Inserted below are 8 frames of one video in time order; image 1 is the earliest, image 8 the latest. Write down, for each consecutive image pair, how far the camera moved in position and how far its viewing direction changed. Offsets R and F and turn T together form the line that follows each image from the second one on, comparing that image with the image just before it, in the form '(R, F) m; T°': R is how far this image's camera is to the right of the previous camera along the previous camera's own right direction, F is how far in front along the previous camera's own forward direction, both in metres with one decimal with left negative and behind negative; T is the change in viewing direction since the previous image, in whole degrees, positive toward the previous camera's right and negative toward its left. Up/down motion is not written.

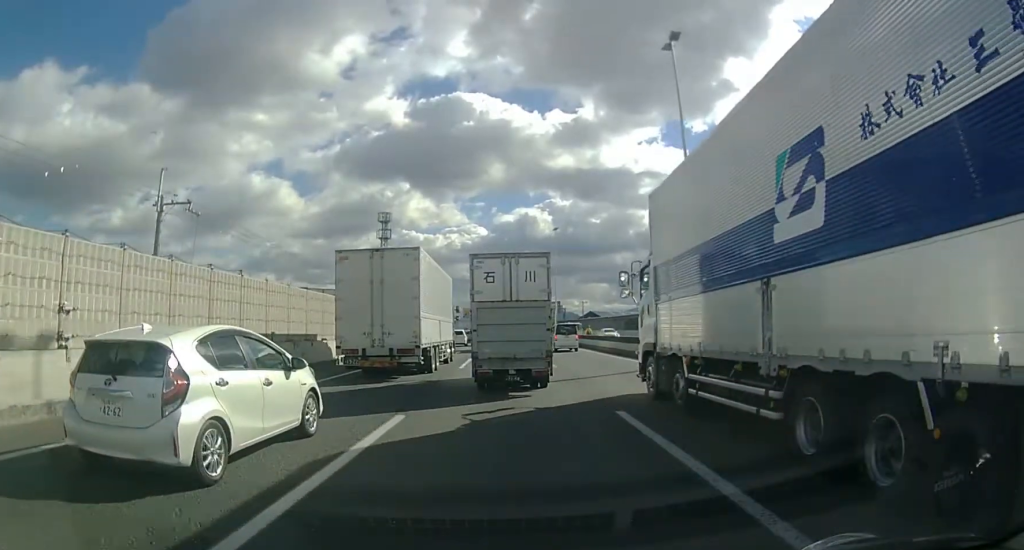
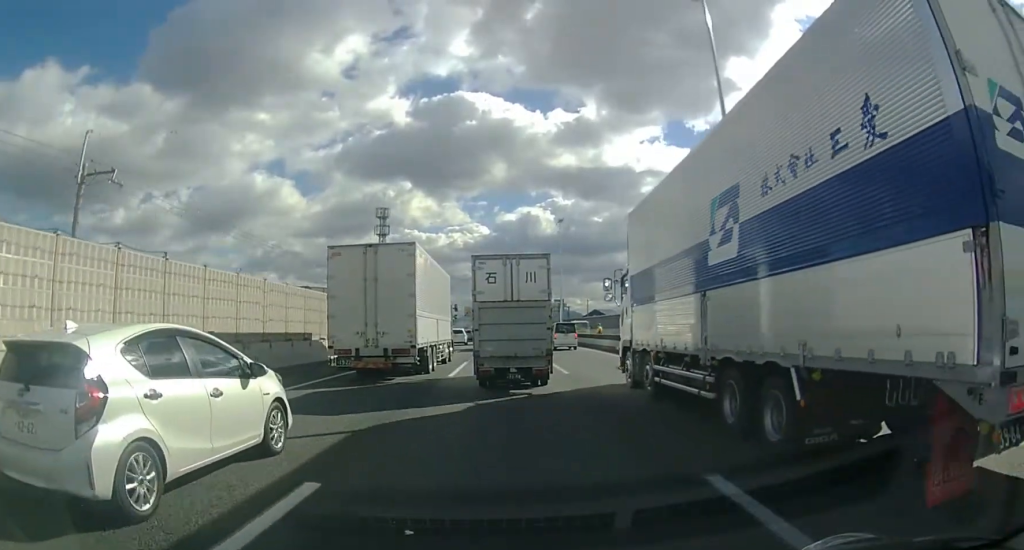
(0.0, +3.7) m; 0°
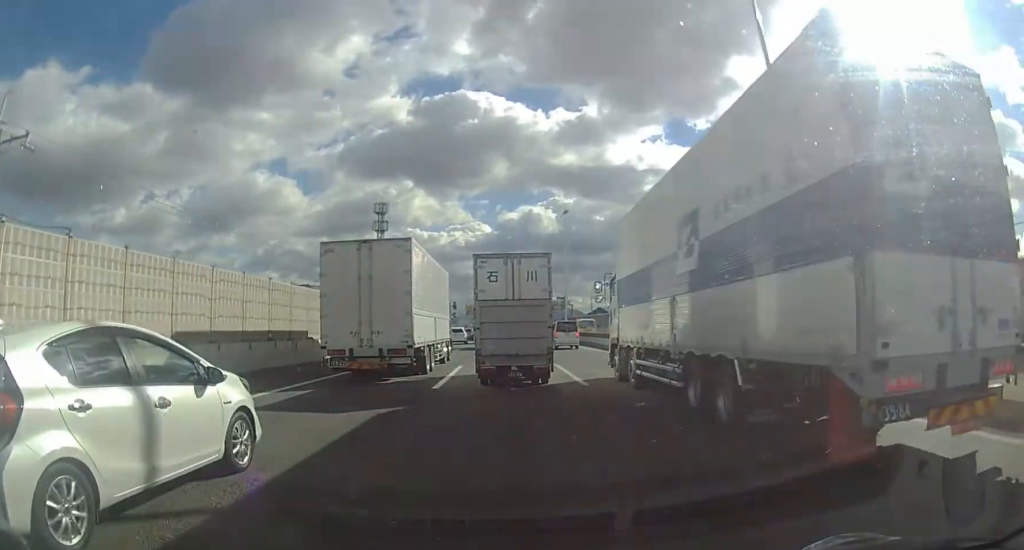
(0.0, +3.4) m; +1°
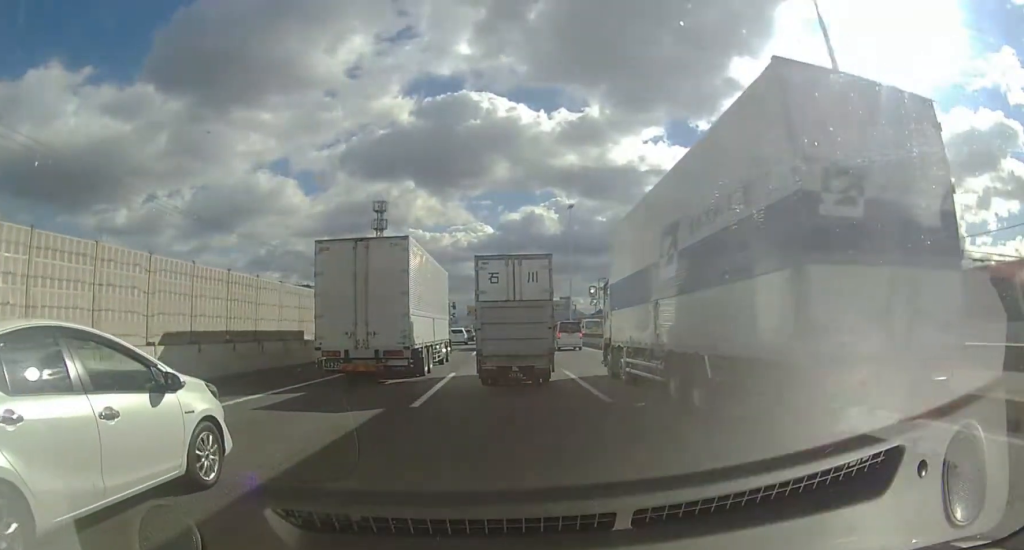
(0.0, +2.9) m; +1°
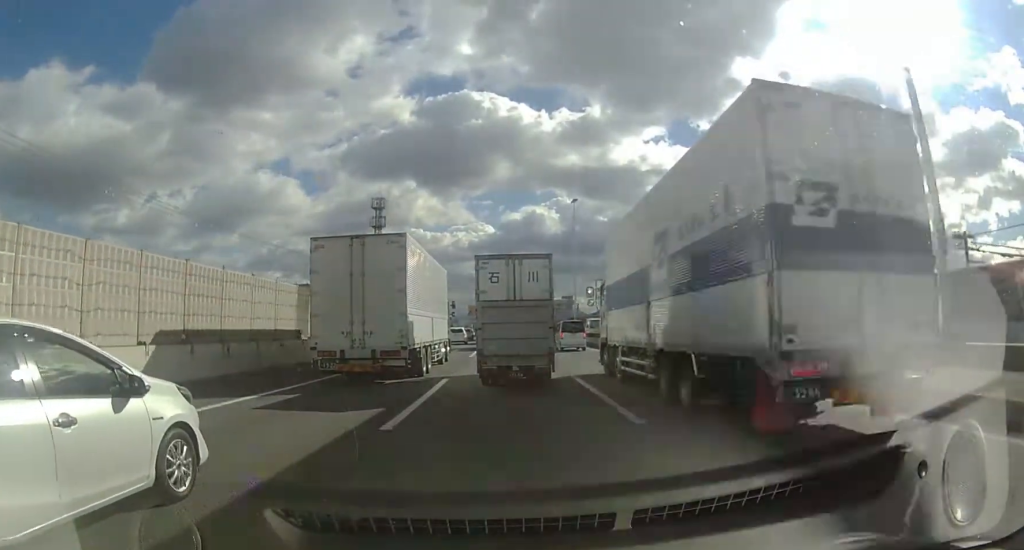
(0.0, +2.4) m; 0°
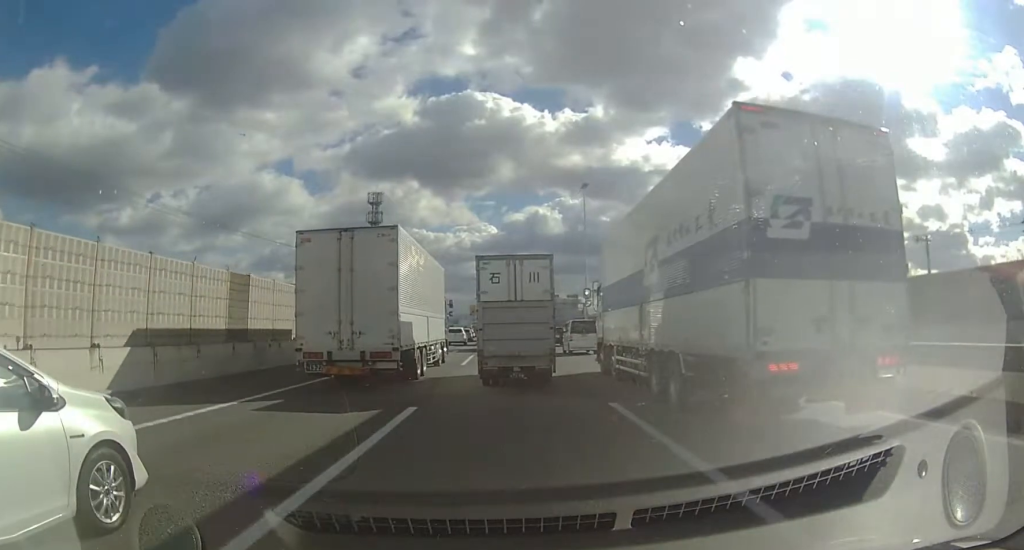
(-0.1, +5.6) m; -2°
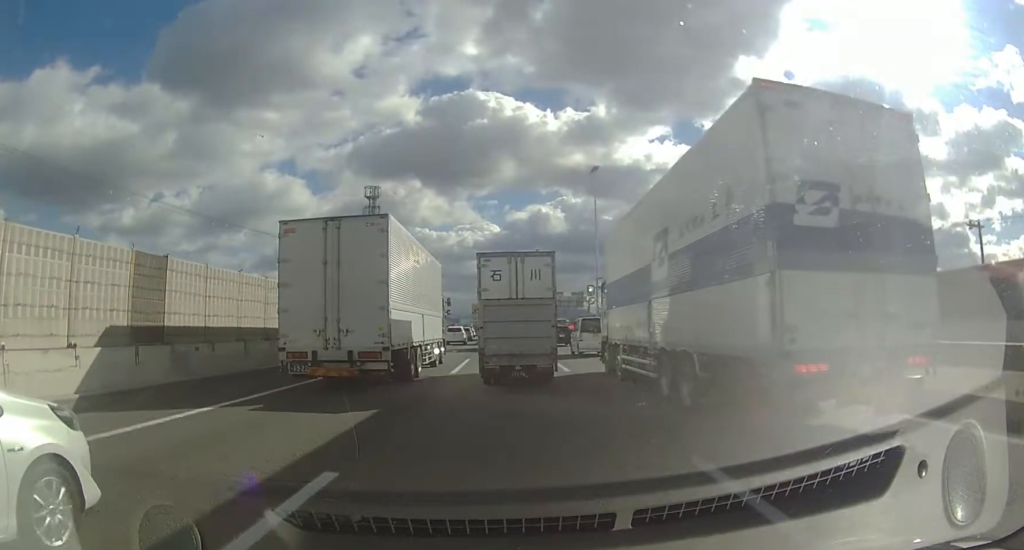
(-0.1, +4.8) m; -1°
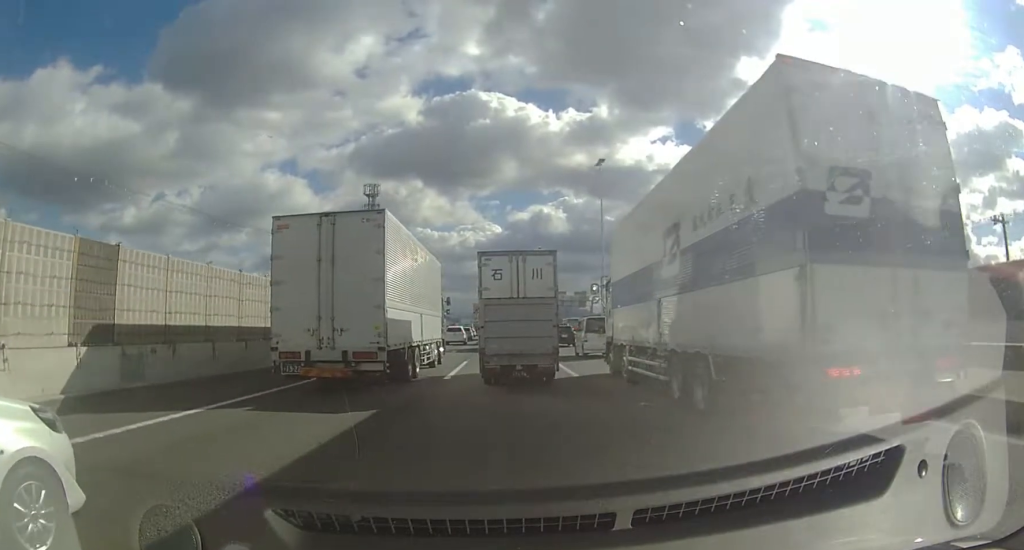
(0.0, +2.0) m; -1°
